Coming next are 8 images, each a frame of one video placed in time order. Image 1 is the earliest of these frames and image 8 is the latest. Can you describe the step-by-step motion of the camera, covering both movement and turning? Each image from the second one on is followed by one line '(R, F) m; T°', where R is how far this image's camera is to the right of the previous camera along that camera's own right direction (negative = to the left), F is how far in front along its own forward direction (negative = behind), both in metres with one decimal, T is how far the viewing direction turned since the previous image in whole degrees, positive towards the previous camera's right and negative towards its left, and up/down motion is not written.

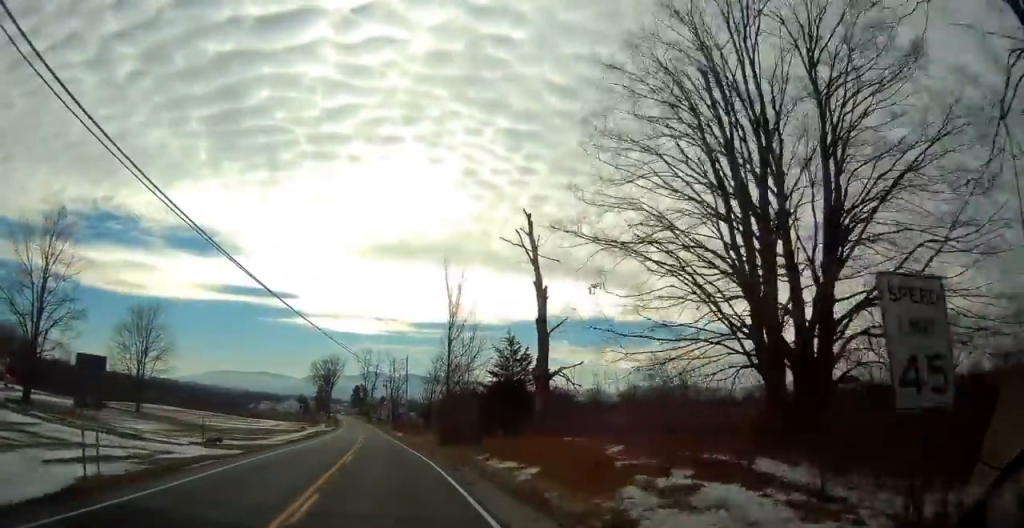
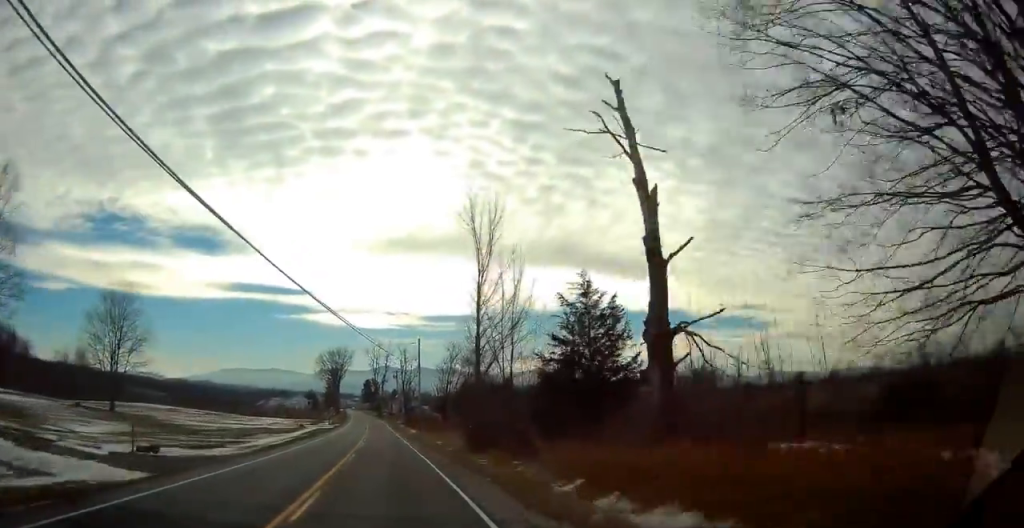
(-0.1, +11.9) m; -1°
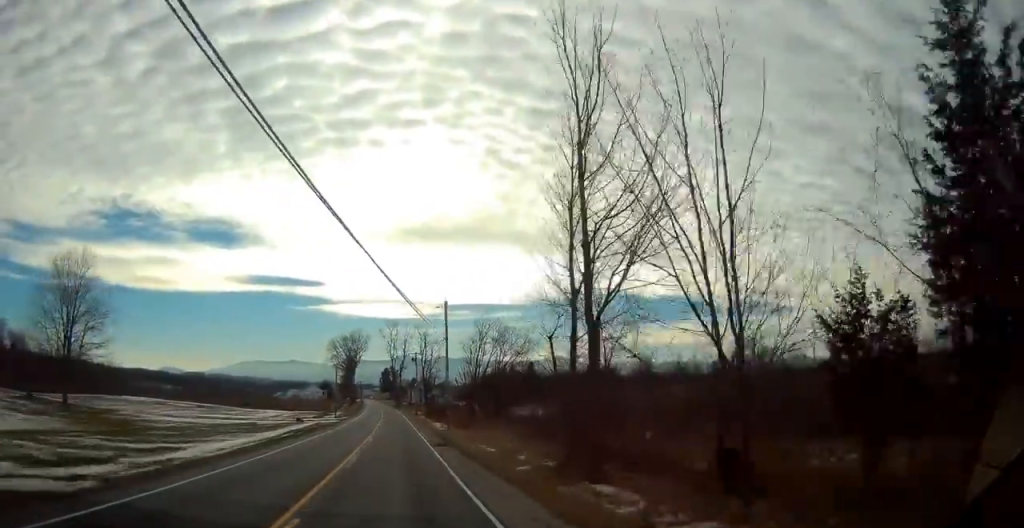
(+0.1, +16.1) m; -1°
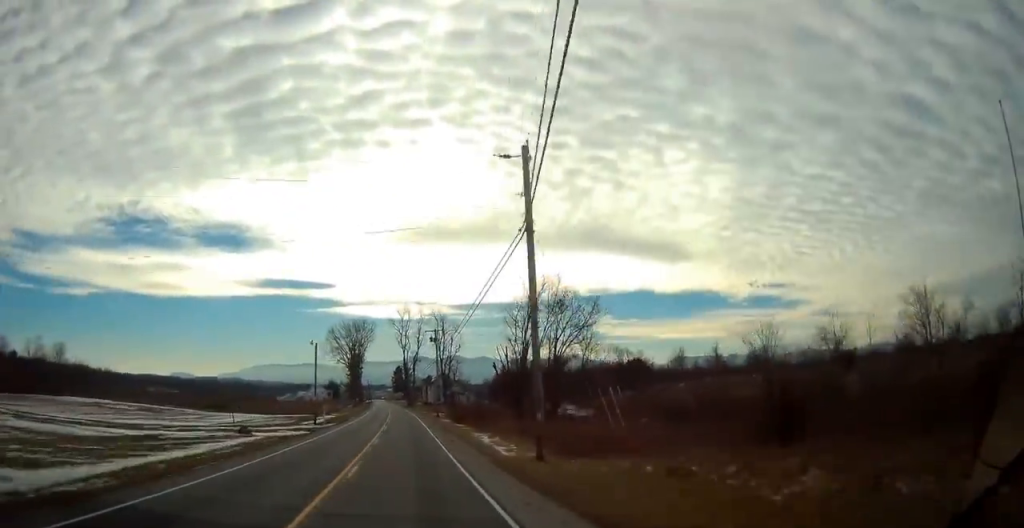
(-0.8, +27.7) m; -1°
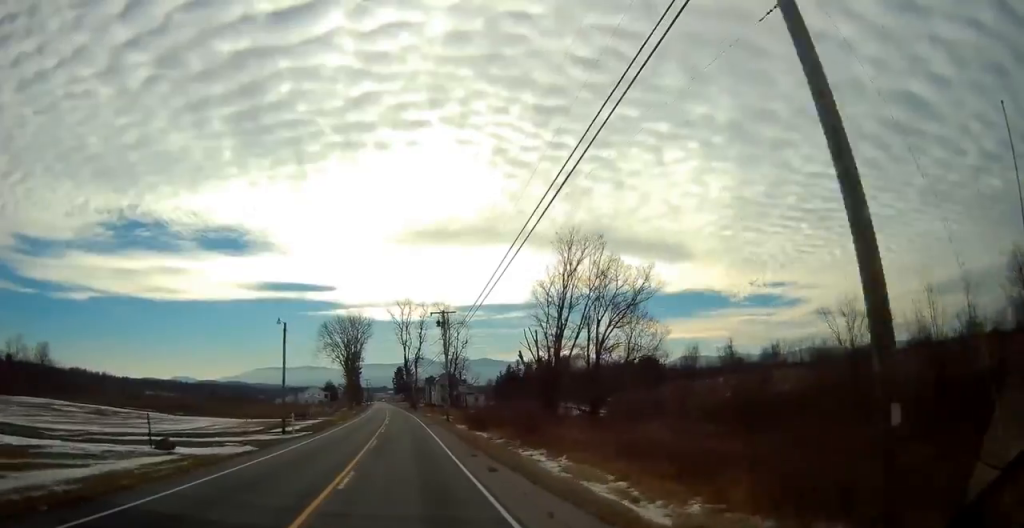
(+0.1, +14.0) m; +1°
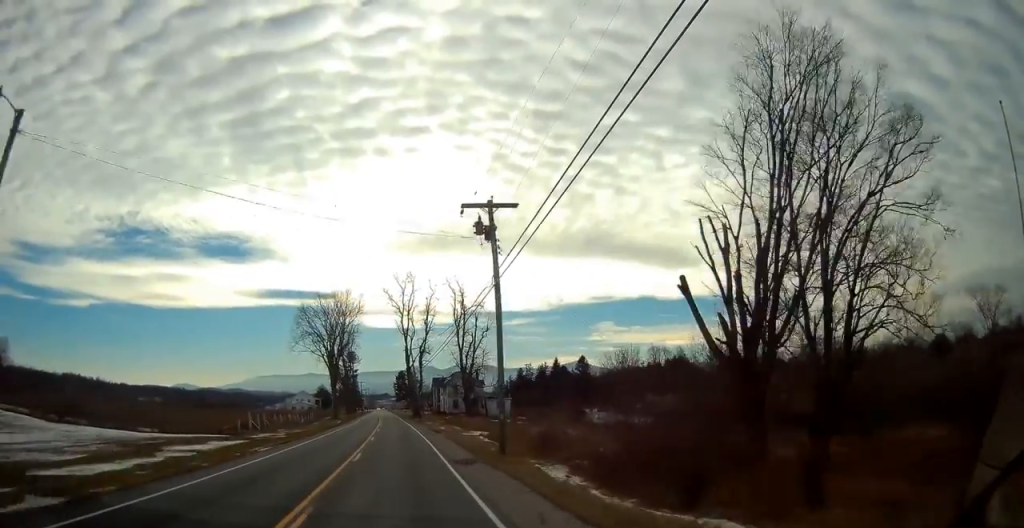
(-0.1, +30.5) m; -1°
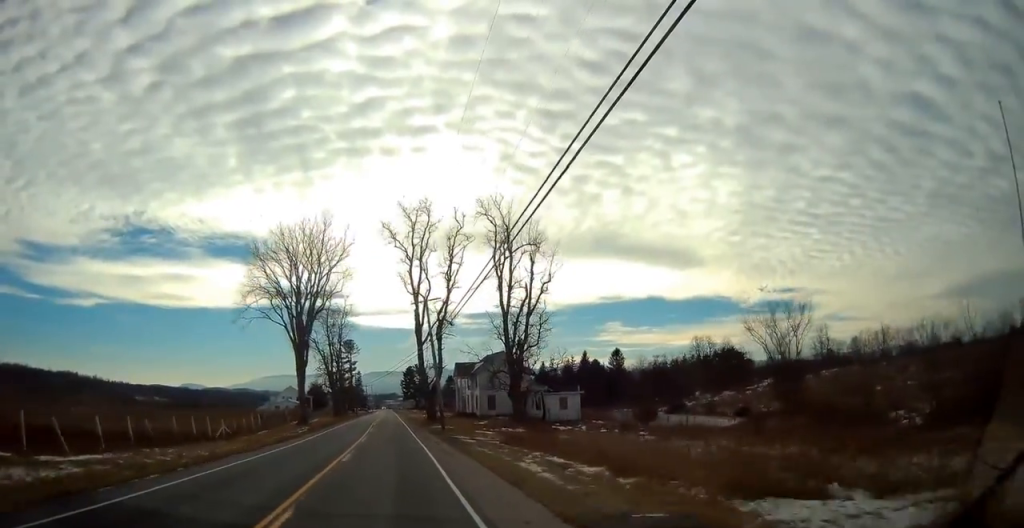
(-0.4, +37.5) m; -2°
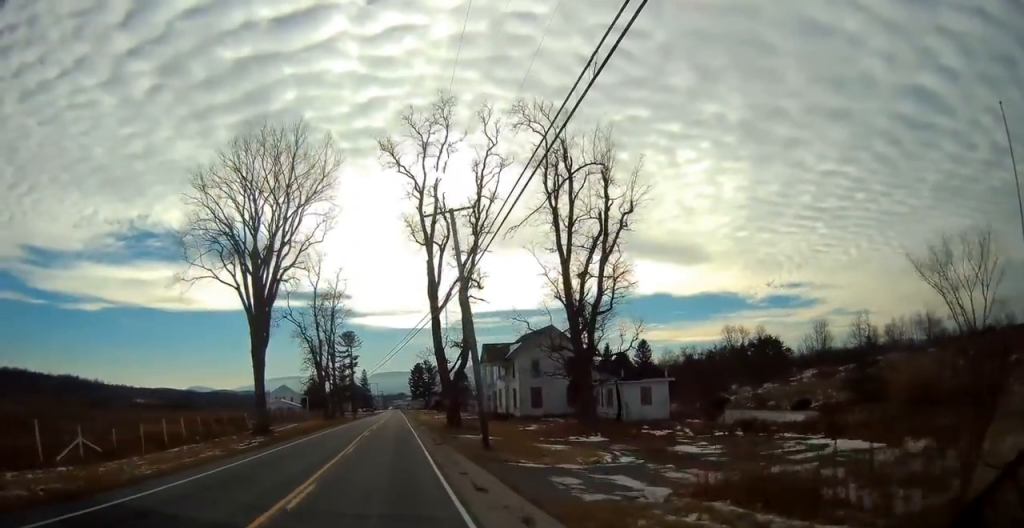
(-0.5, +21.3) m; -1°
